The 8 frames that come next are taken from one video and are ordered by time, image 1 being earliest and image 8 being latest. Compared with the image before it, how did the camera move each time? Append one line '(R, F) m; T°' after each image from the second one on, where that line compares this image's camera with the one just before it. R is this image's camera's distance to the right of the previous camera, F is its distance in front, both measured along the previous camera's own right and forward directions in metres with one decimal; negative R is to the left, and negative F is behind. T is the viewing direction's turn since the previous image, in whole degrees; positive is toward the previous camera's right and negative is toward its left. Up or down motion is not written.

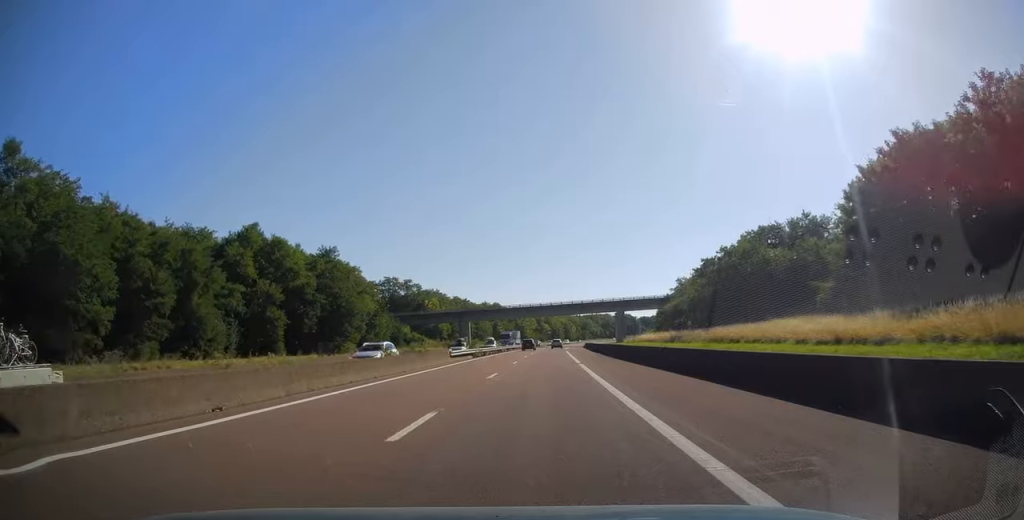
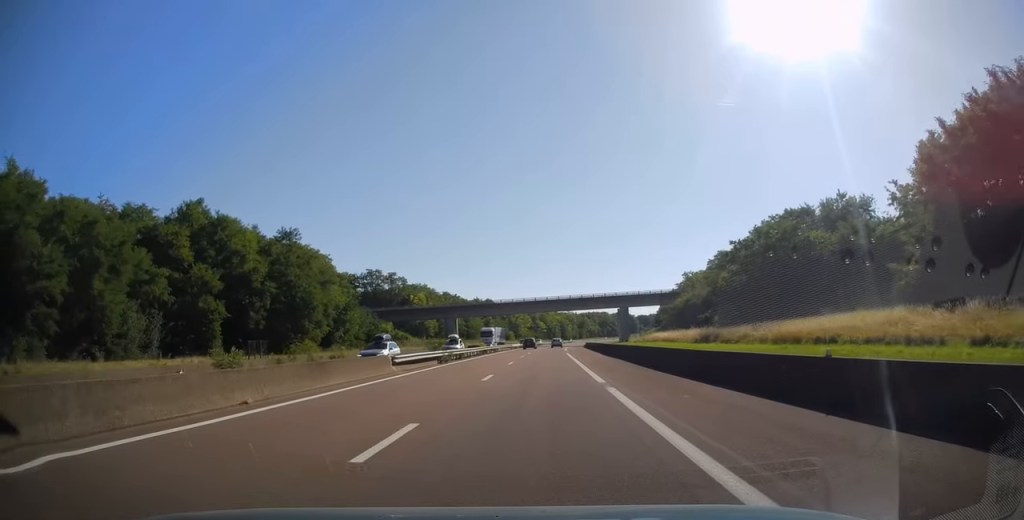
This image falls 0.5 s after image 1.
(+0.2, +14.5) m; 0°
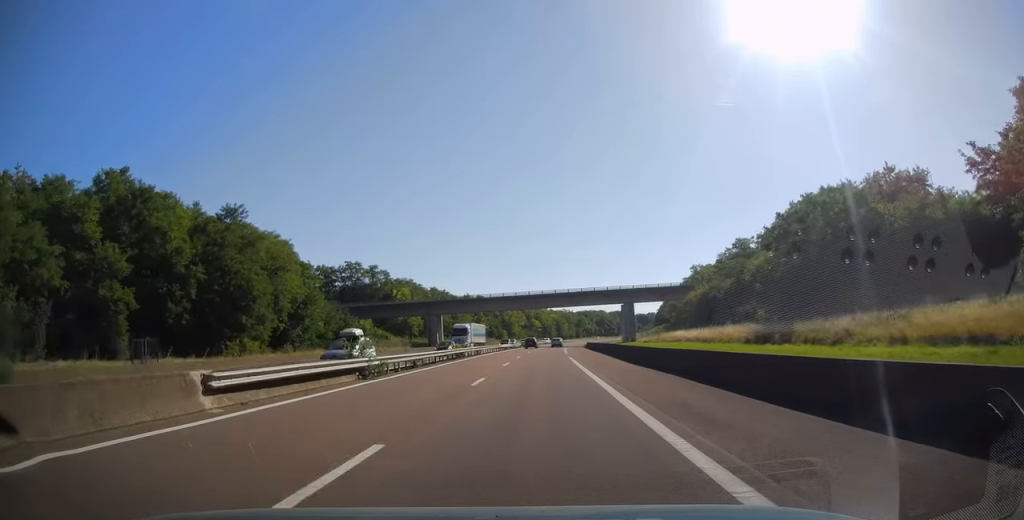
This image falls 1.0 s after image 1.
(+0.1, +15.0) m; 0°
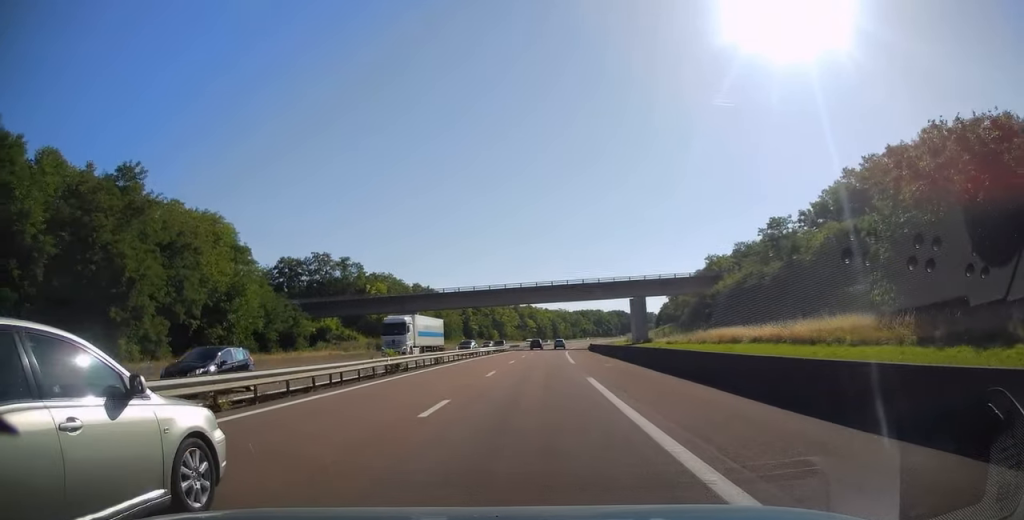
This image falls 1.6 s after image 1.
(0.0, +19.7) m; 0°
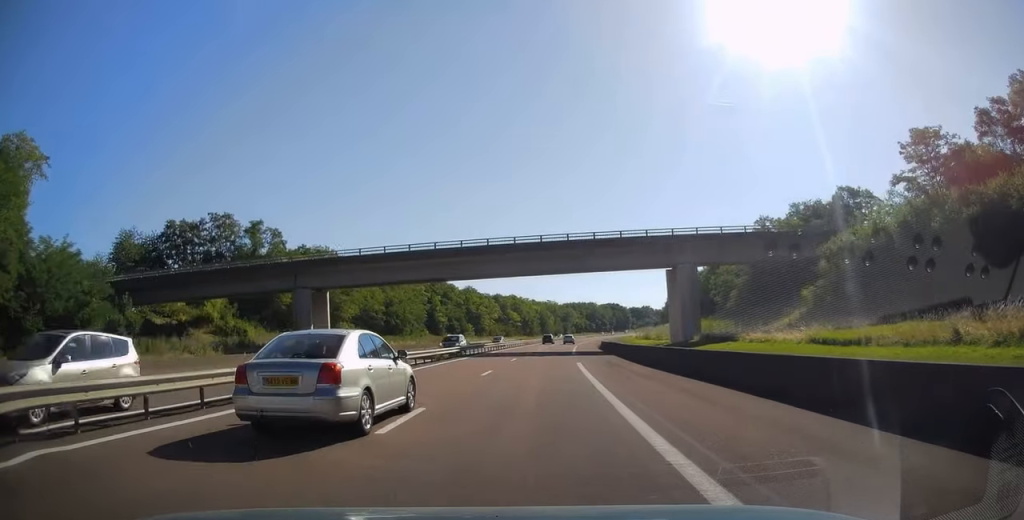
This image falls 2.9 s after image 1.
(+0.1, +41.0) m; +2°
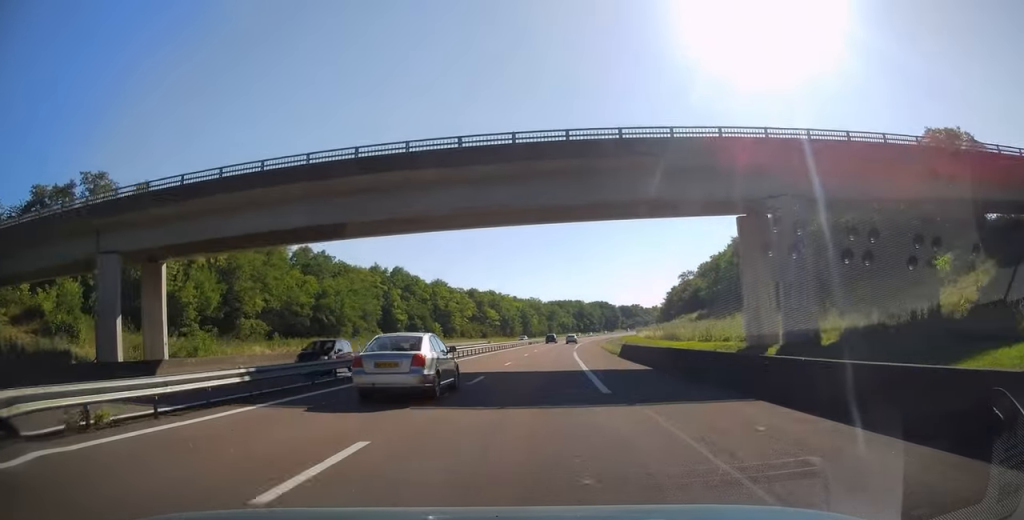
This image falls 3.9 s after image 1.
(+0.7, +29.5) m; +1°
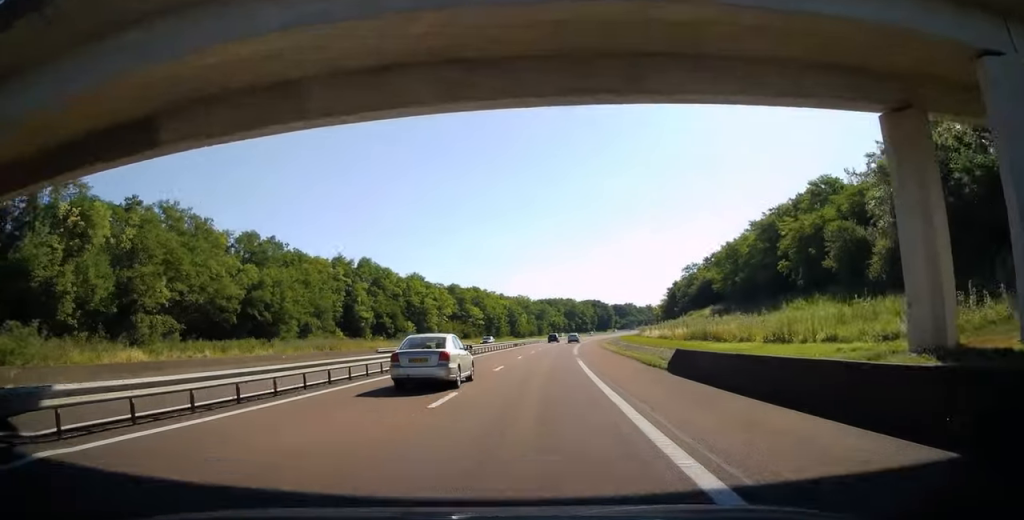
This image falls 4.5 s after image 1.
(0.0, +18.7) m; +1°
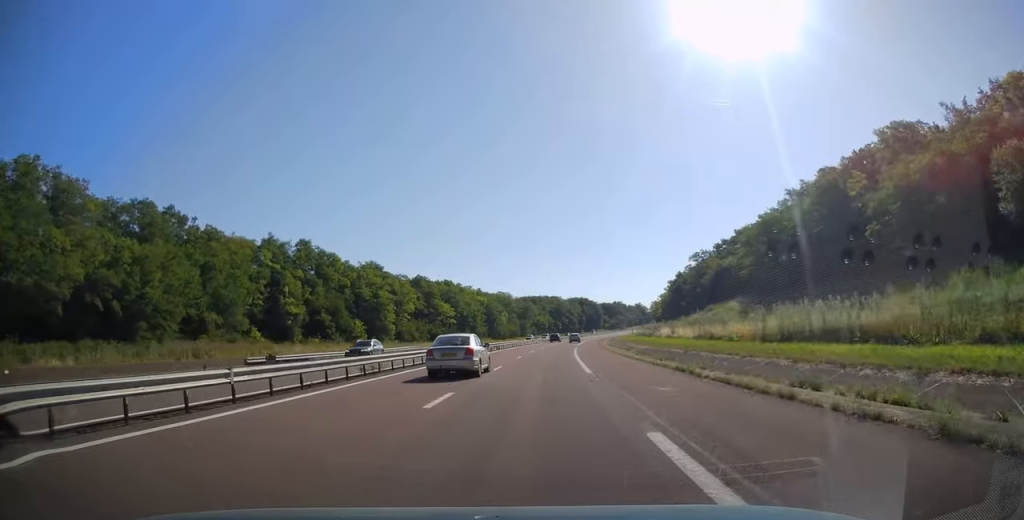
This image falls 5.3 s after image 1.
(0.0, +26.1) m; +1°
